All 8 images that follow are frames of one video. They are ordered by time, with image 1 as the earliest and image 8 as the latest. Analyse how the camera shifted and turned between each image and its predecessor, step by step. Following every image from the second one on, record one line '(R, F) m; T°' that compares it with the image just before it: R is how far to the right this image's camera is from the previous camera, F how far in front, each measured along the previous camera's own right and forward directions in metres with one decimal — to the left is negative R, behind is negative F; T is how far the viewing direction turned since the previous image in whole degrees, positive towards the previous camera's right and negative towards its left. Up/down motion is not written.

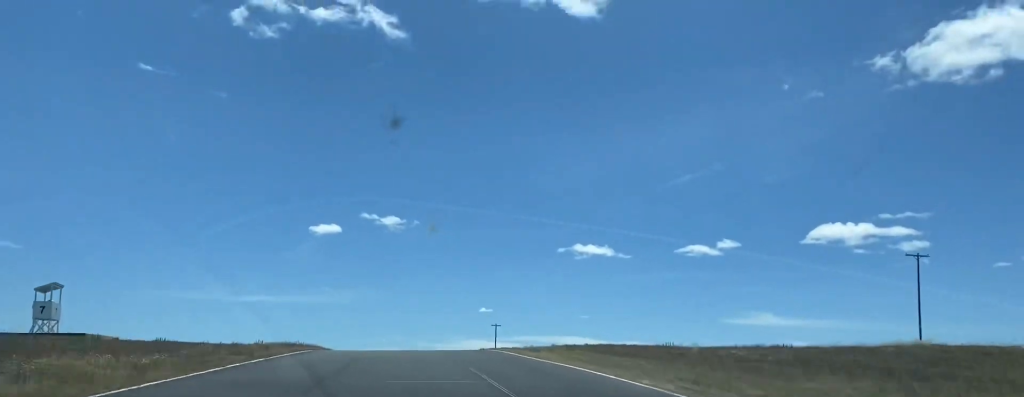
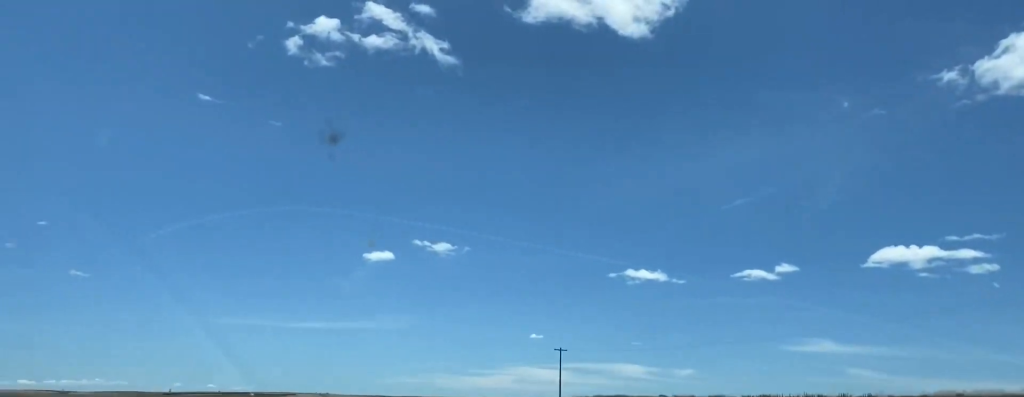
(+0.3, +47.2) m; -3°
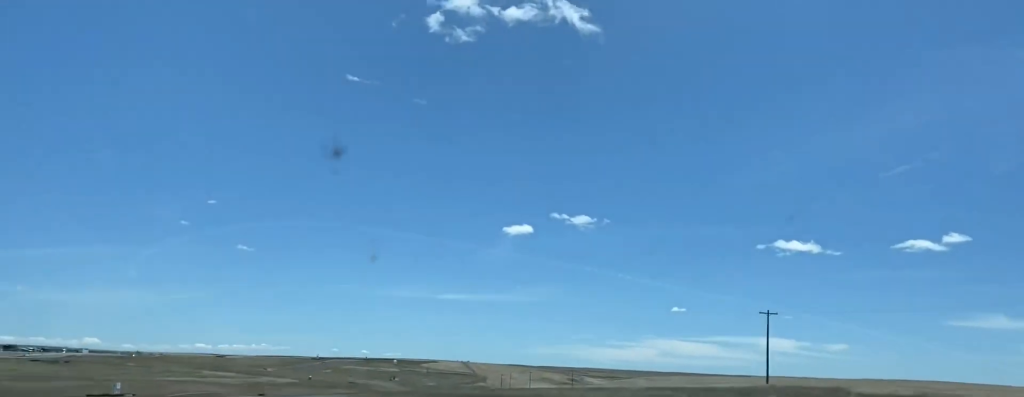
(-1.7, +37.9) m; -7°
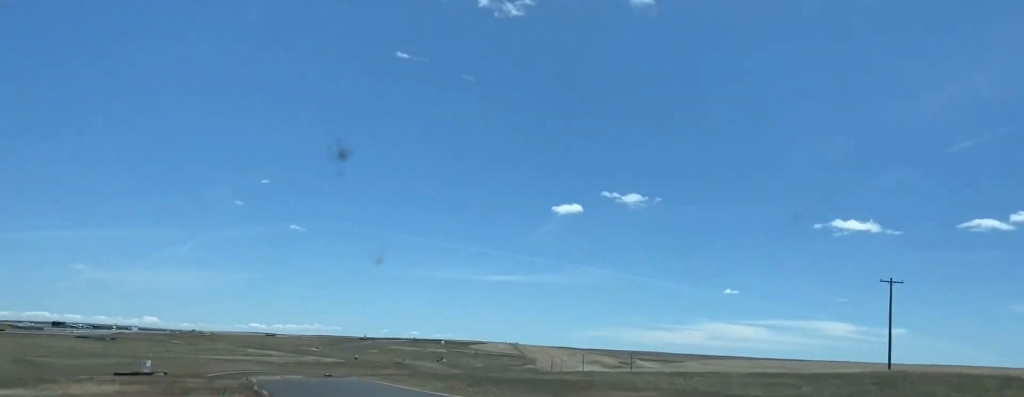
(-0.8, +19.8) m; -4°
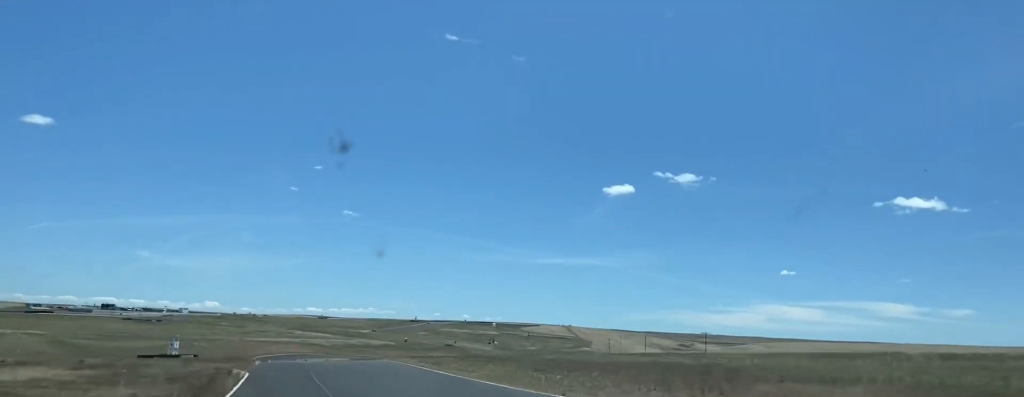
(-0.5, +21.6) m; -4°
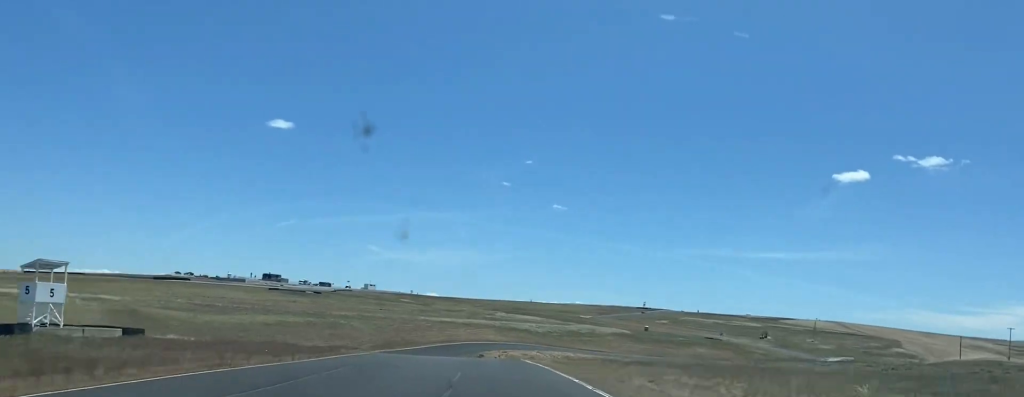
(-18.0, +132.7) m; -12°
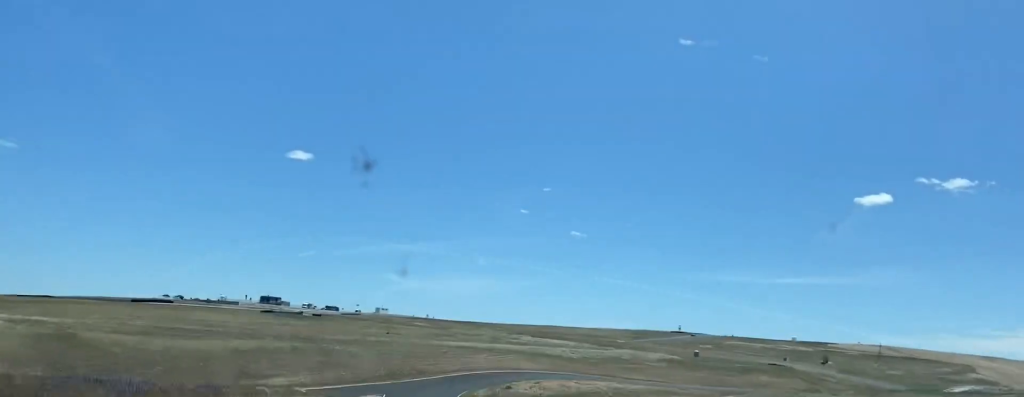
(-0.8, +36.8) m; -2°
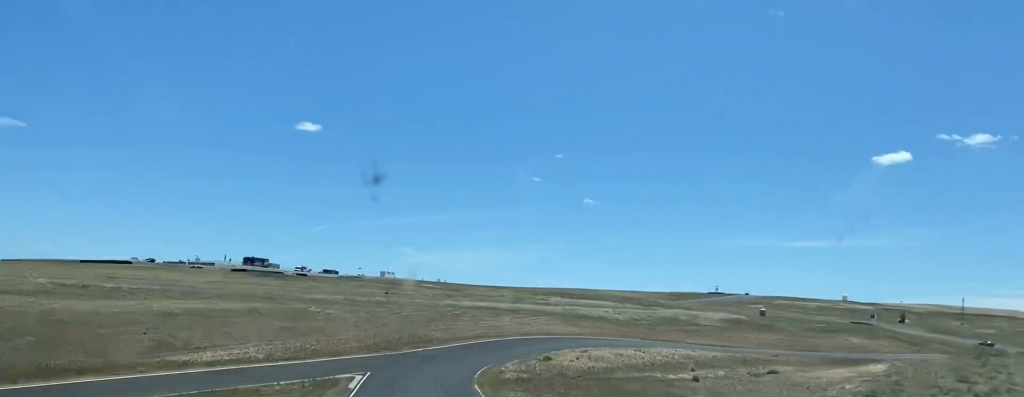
(-0.6, +45.3) m; -2°
